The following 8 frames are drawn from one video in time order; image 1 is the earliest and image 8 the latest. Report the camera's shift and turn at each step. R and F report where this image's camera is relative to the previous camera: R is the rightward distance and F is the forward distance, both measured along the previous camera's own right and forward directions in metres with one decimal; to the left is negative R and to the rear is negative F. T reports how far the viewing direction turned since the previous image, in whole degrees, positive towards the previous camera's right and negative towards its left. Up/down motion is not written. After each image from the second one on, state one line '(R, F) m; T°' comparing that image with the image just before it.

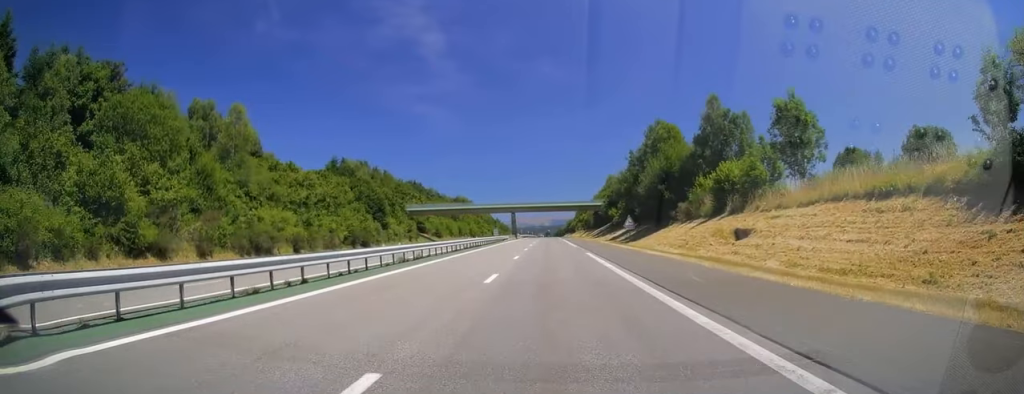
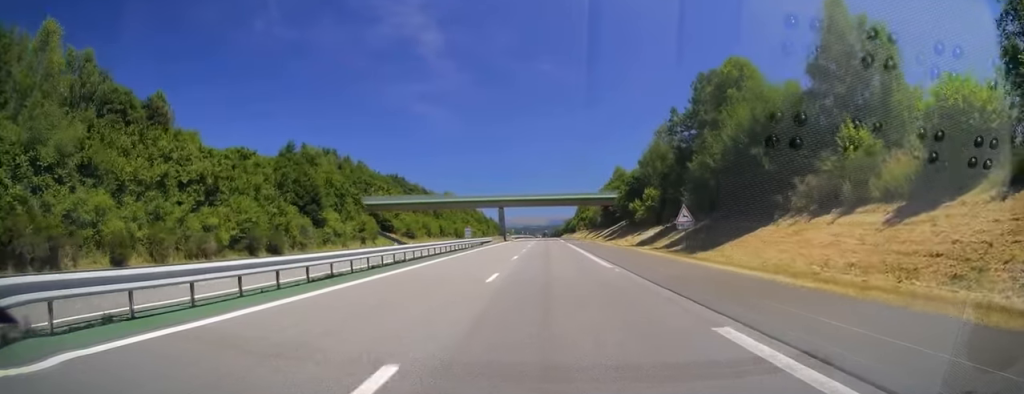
(0.0, +25.6) m; 0°
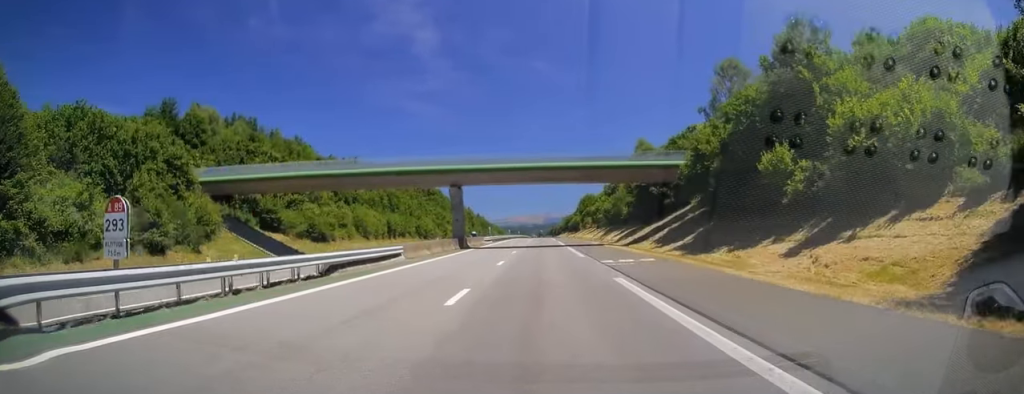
(0.0, +43.9) m; 0°
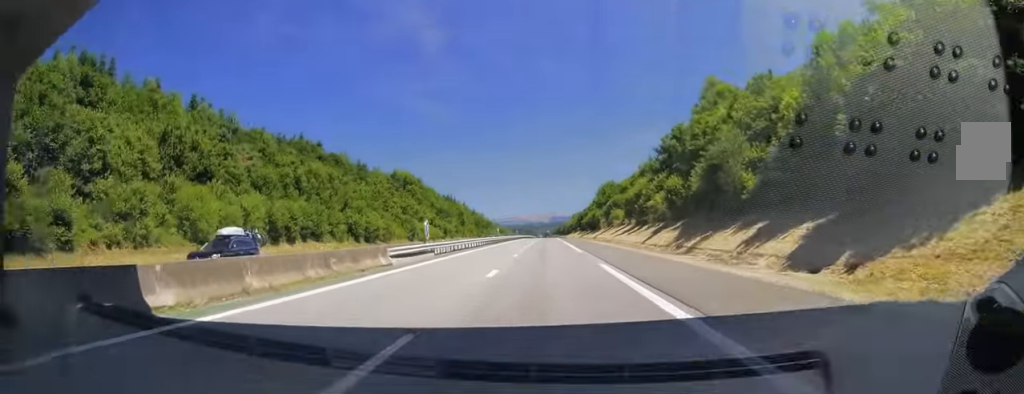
(-0.1, +45.2) m; 0°
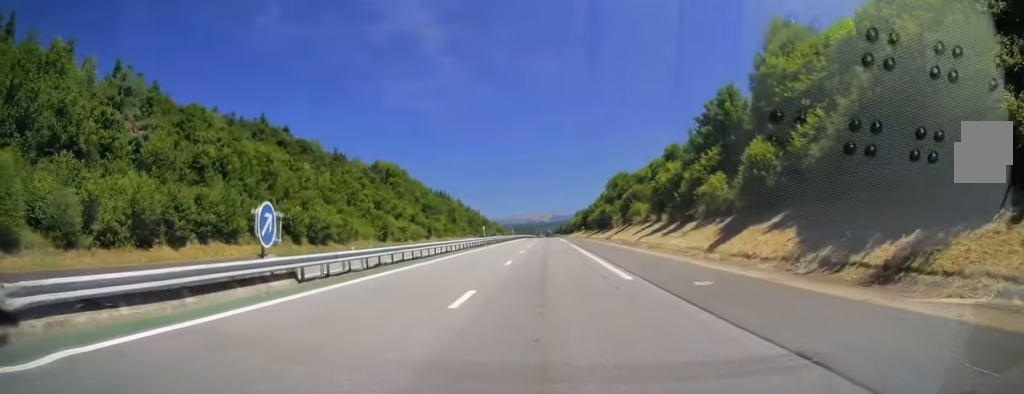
(0.0, +20.2) m; 0°
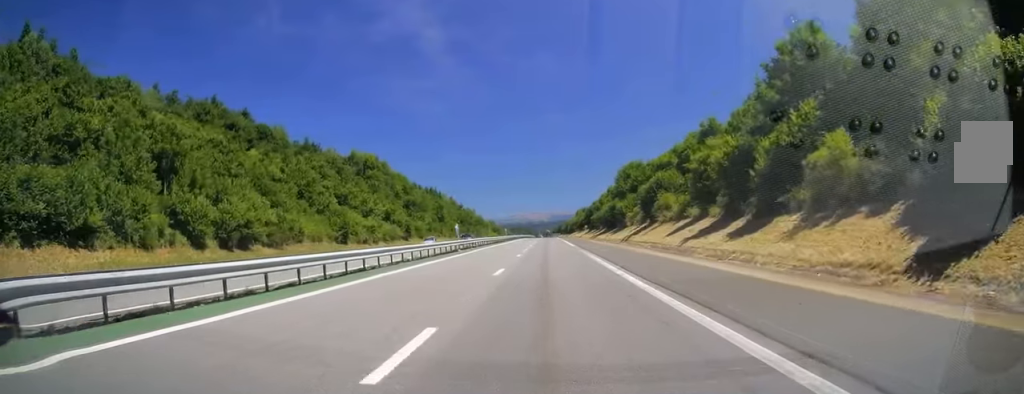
(0.0, +18.3) m; 0°
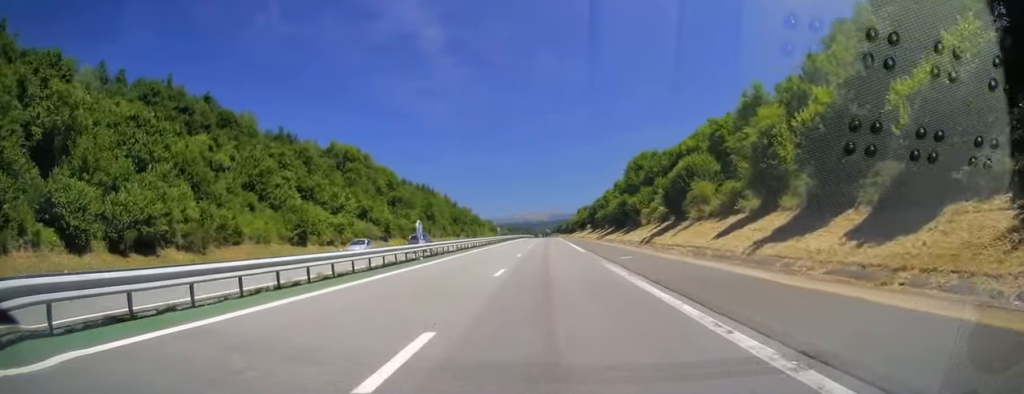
(0.0, +13.4) m; 0°
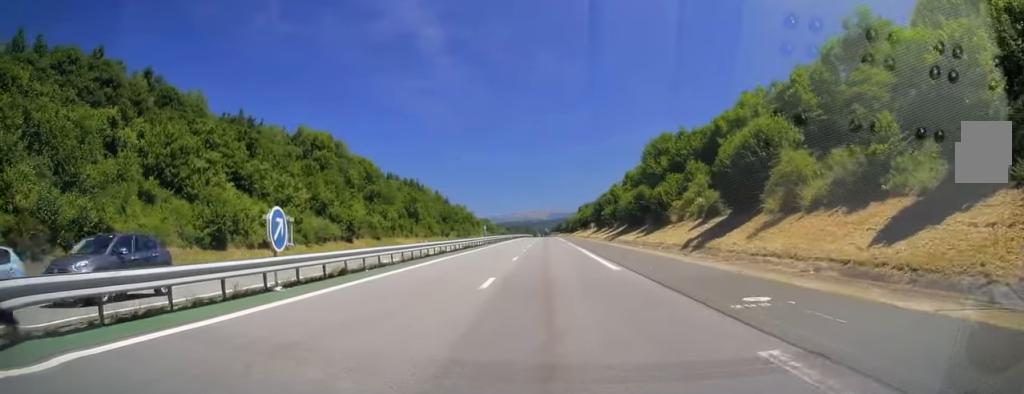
(0.0, +16.9) m; 0°
